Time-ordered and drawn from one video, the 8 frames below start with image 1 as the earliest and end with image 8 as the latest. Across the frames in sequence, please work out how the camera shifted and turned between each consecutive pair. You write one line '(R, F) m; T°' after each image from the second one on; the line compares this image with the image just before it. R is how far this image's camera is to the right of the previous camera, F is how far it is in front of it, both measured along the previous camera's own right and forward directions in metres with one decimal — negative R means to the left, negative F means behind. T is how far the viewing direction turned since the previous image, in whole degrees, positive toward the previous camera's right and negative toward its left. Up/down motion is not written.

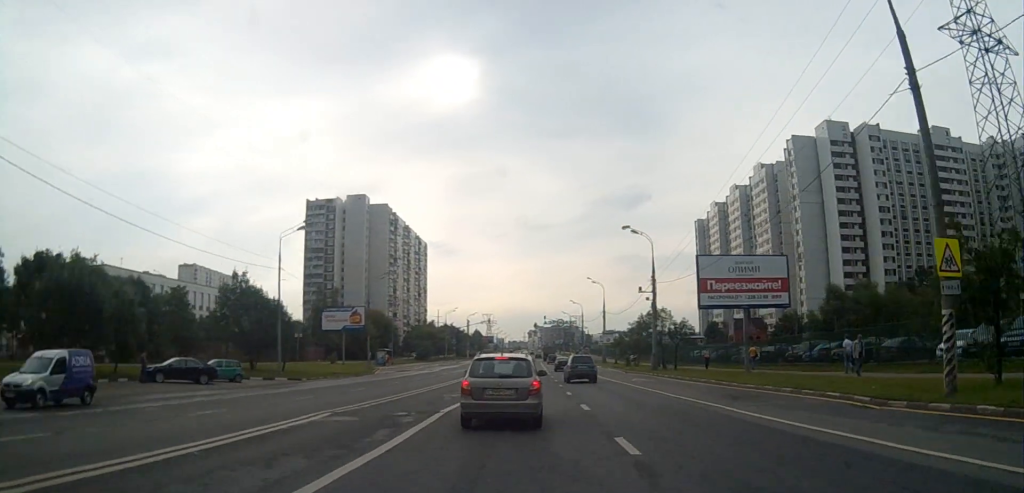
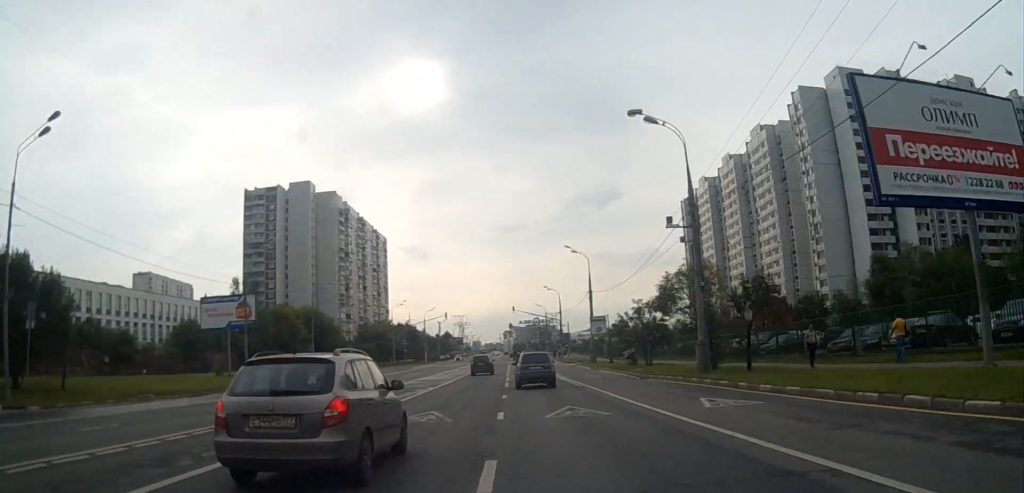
(+0.7, +25.4) m; +3°
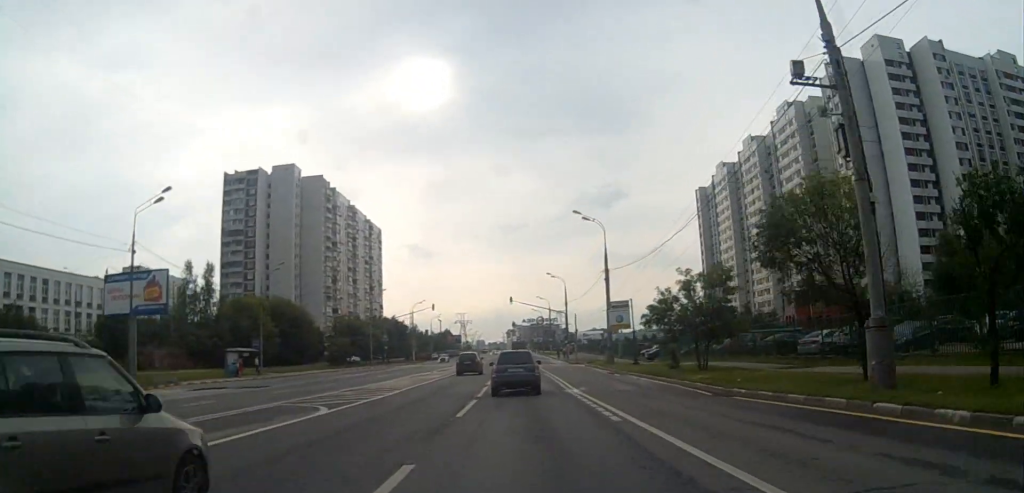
(+0.2, +16.5) m; 0°
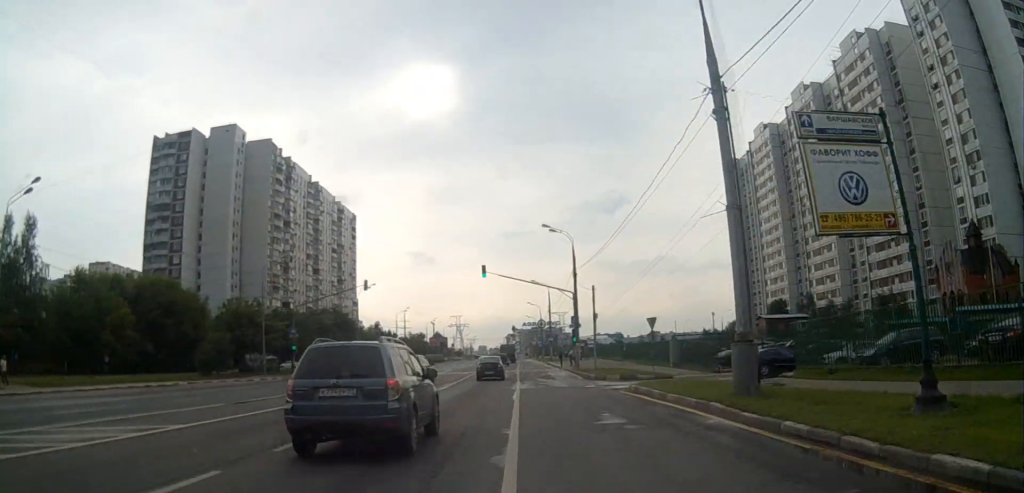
(0.0, +38.0) m; -1°
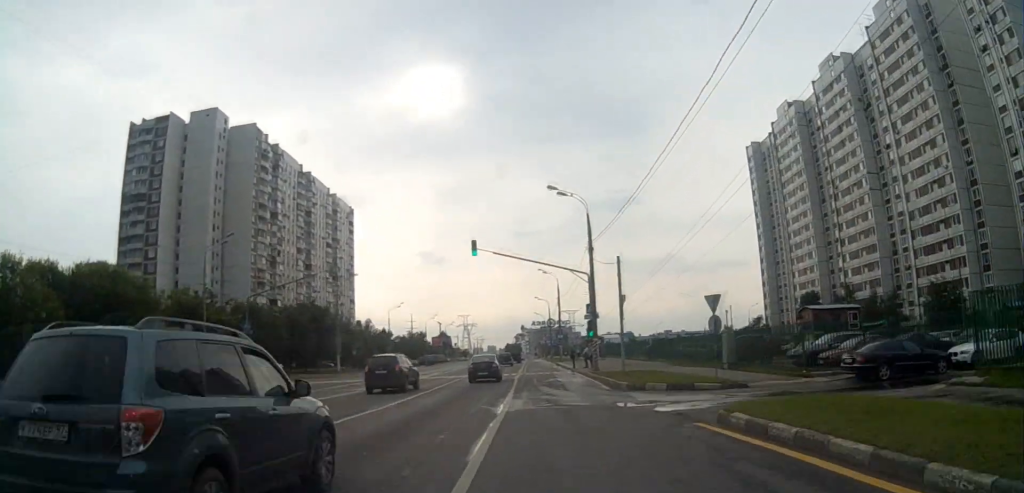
(-0.2, +13.5) m; 0°
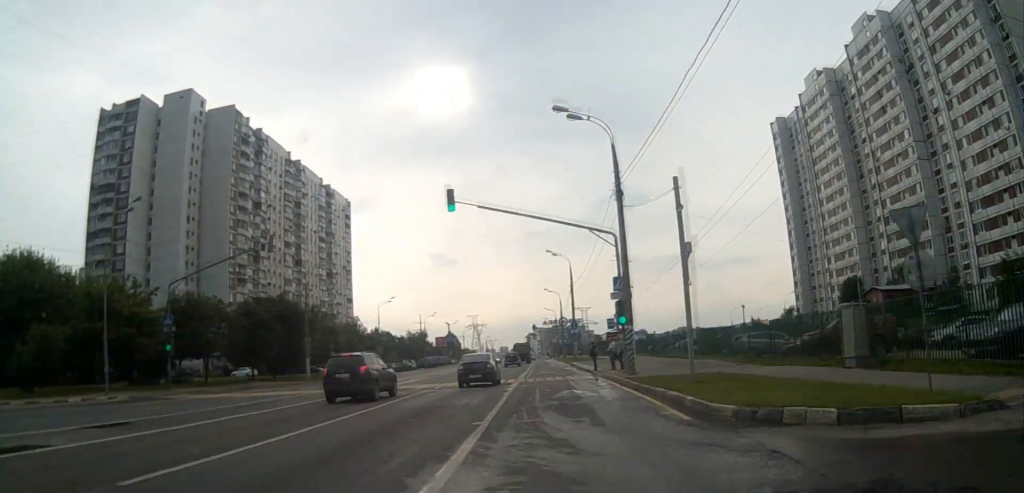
(-0.1, +14.6) m; 0°
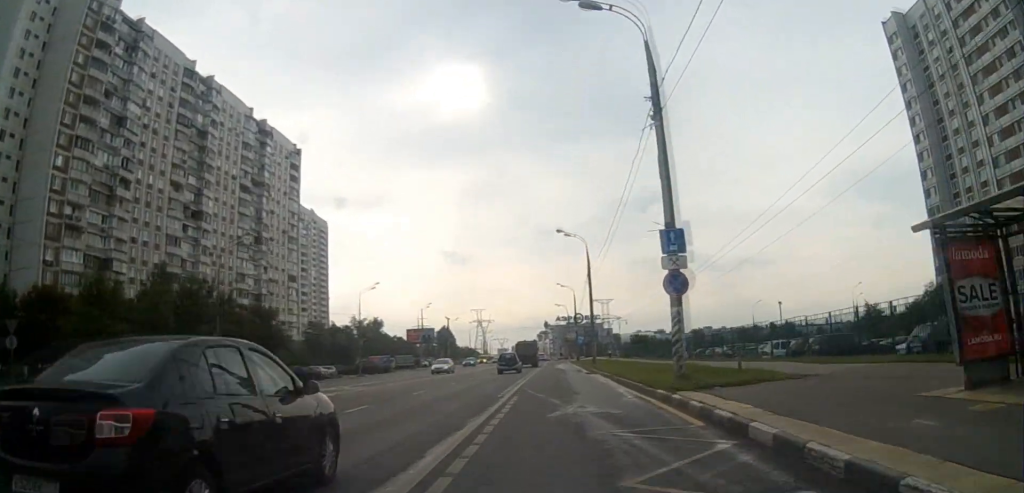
(-0.1, +52.4) m; -1°
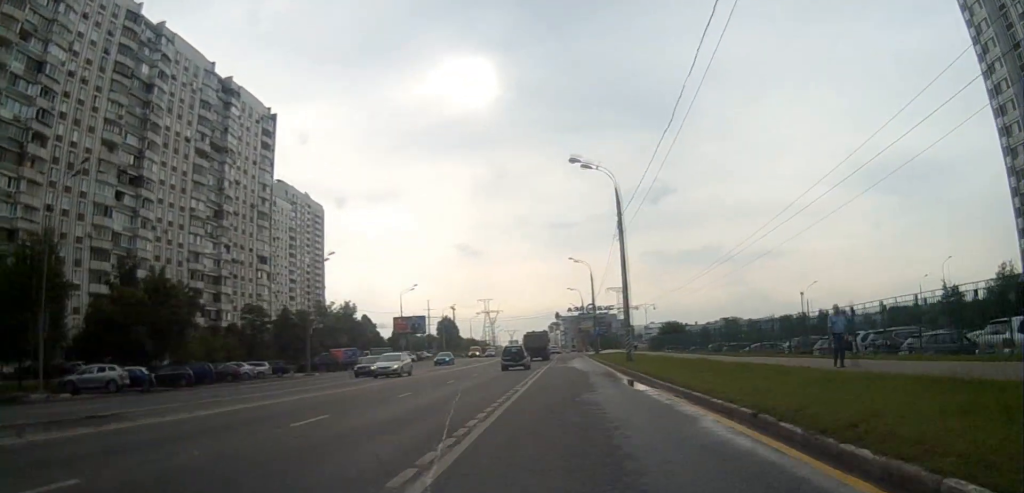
(-0.2, +19.0) m; -1°
